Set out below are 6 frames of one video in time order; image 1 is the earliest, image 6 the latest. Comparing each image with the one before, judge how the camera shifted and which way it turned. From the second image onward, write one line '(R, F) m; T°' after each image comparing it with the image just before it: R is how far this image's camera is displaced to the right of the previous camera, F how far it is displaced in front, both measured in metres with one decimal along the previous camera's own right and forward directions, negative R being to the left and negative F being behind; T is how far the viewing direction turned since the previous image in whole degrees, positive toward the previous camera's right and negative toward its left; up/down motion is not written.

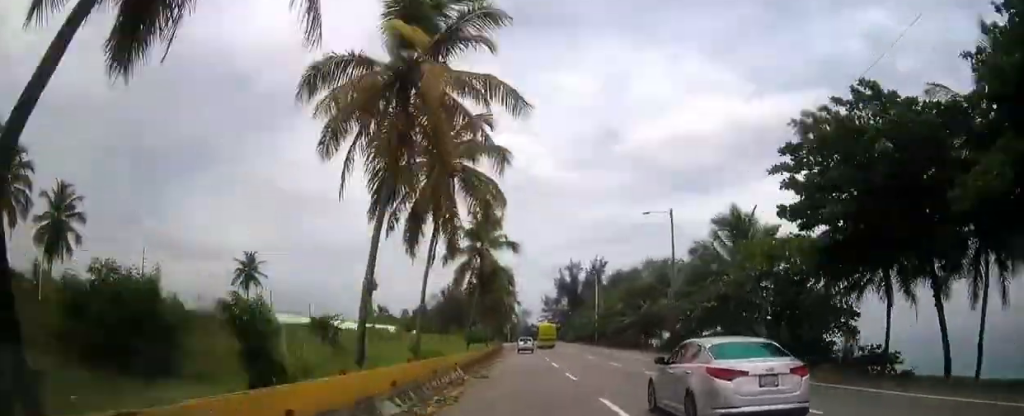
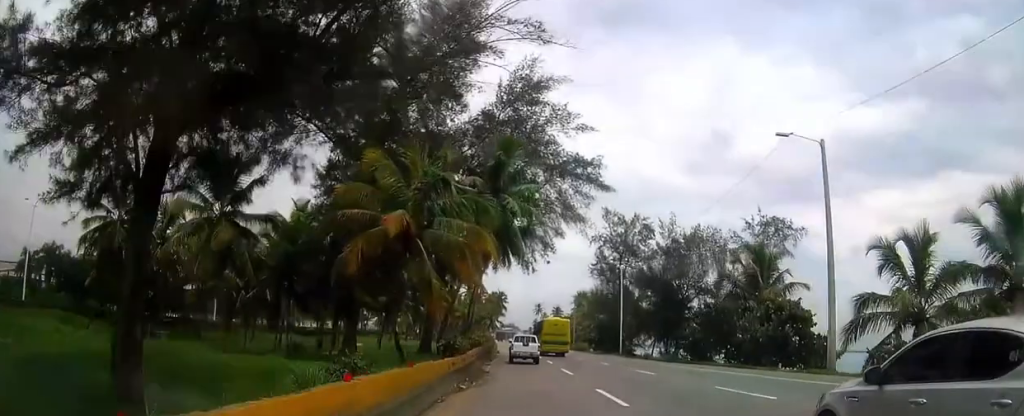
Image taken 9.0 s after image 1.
(-17.6, +220.9) m; -11°
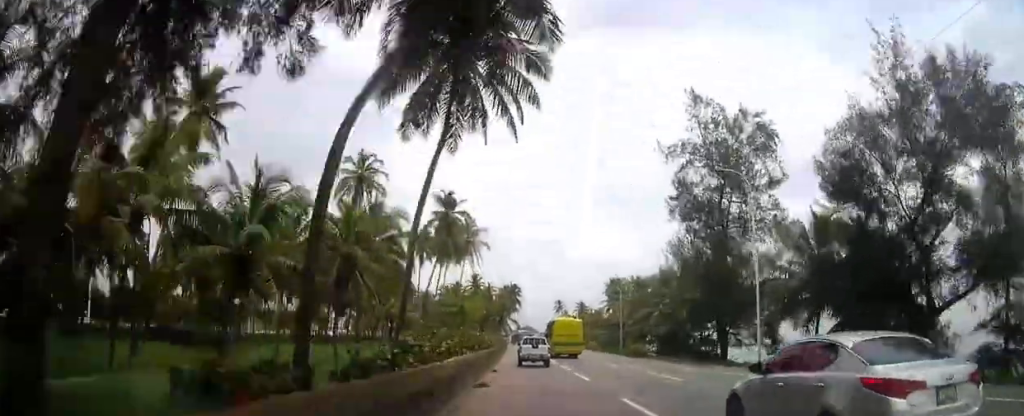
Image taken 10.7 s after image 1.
(-1.3, +39.7) m; 0°
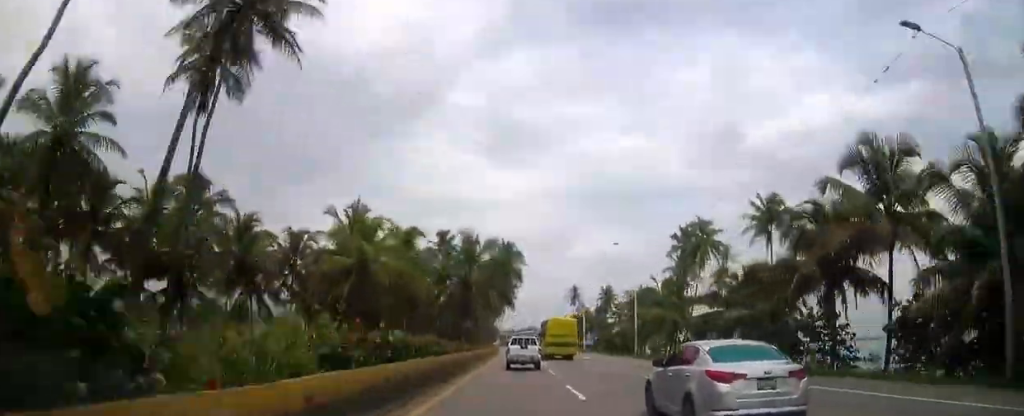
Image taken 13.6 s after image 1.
(+2.3, +67.0) m; 0°
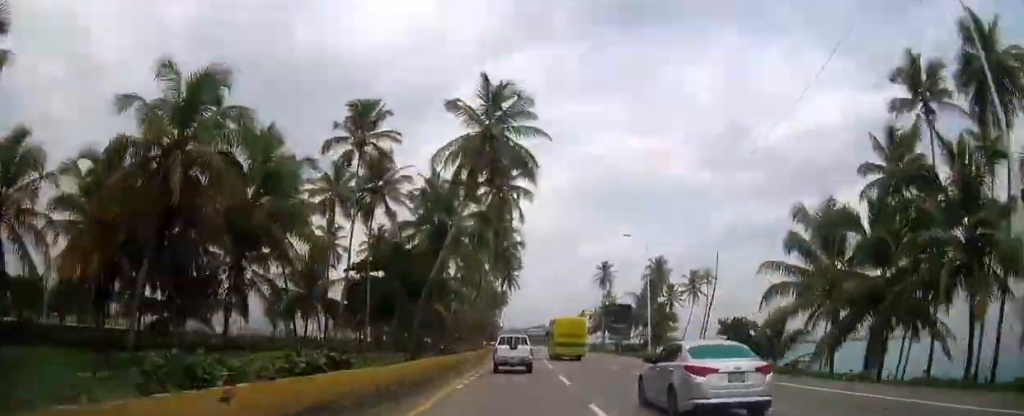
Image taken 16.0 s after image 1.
(-1.5, +54.6) m; -2°
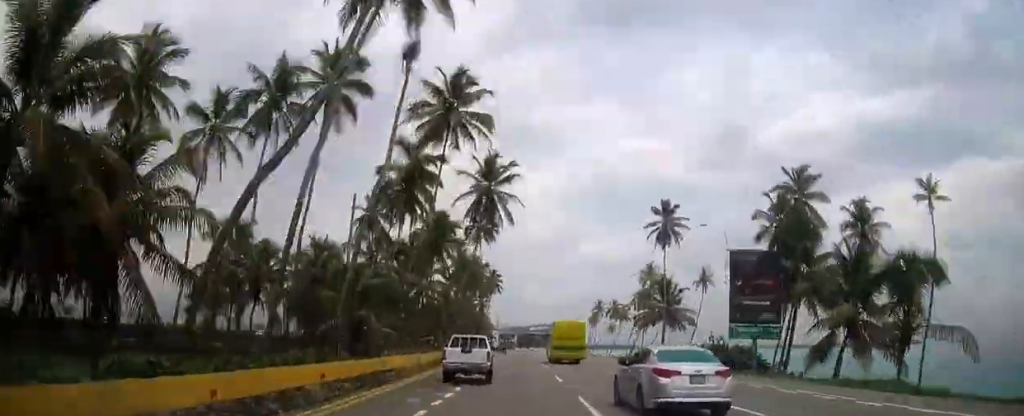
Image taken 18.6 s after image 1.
(-0.4, +59.7) m; 0°
